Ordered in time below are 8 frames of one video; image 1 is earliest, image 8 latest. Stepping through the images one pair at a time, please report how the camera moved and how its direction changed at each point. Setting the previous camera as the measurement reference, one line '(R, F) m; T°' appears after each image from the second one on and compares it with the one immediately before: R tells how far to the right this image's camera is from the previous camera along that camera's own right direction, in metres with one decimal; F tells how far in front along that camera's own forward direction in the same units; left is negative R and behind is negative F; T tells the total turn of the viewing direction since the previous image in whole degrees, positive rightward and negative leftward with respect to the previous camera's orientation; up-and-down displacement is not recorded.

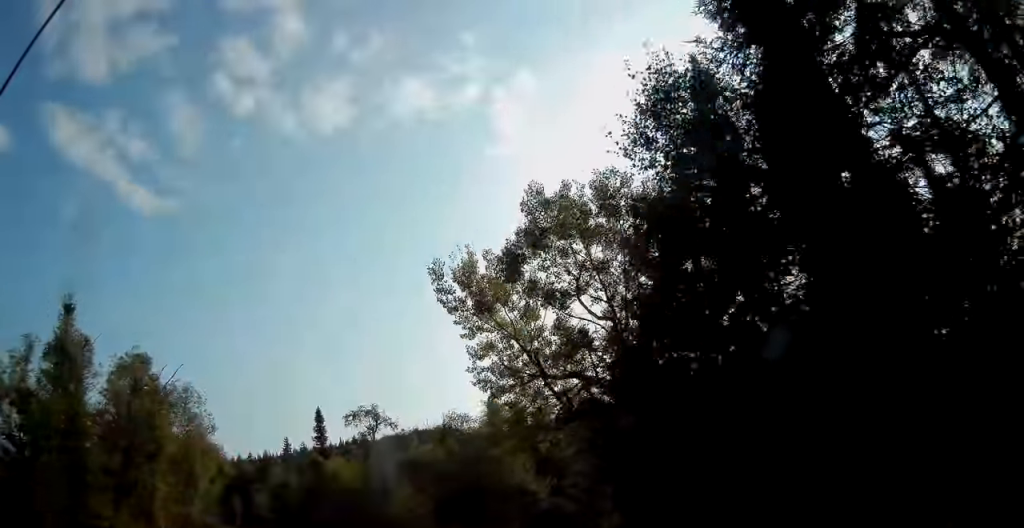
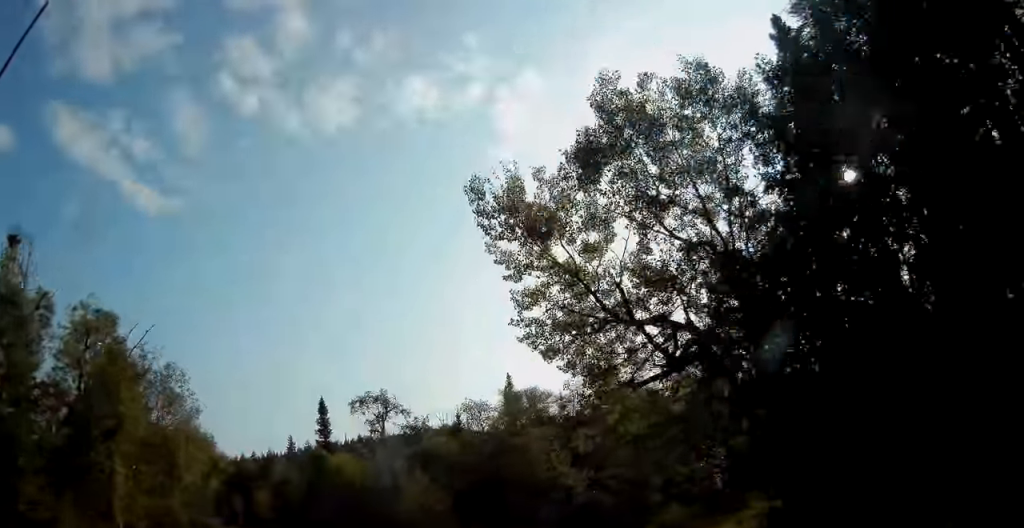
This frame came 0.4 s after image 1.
(-0.1, +4.5) m; 0°
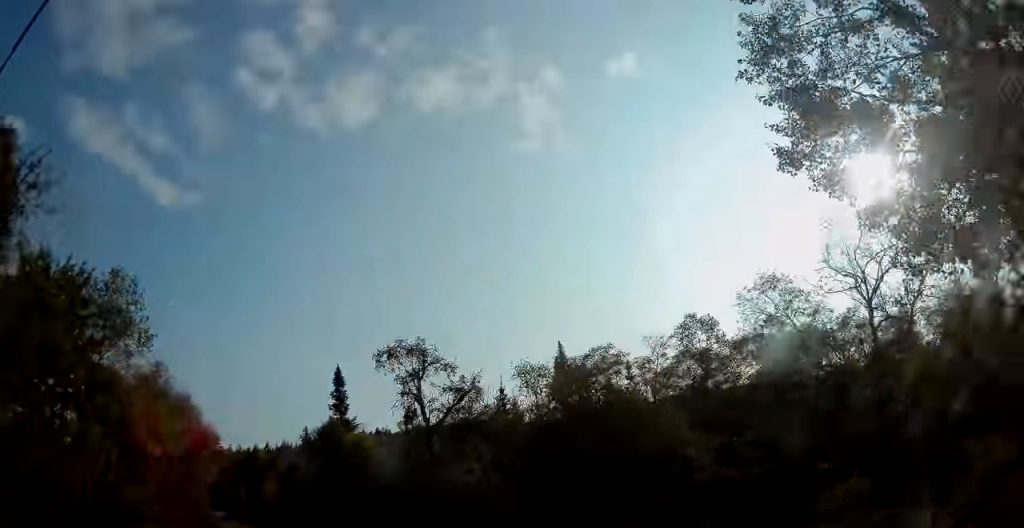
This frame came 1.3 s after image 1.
(+0.2, +9.3) m; -1°
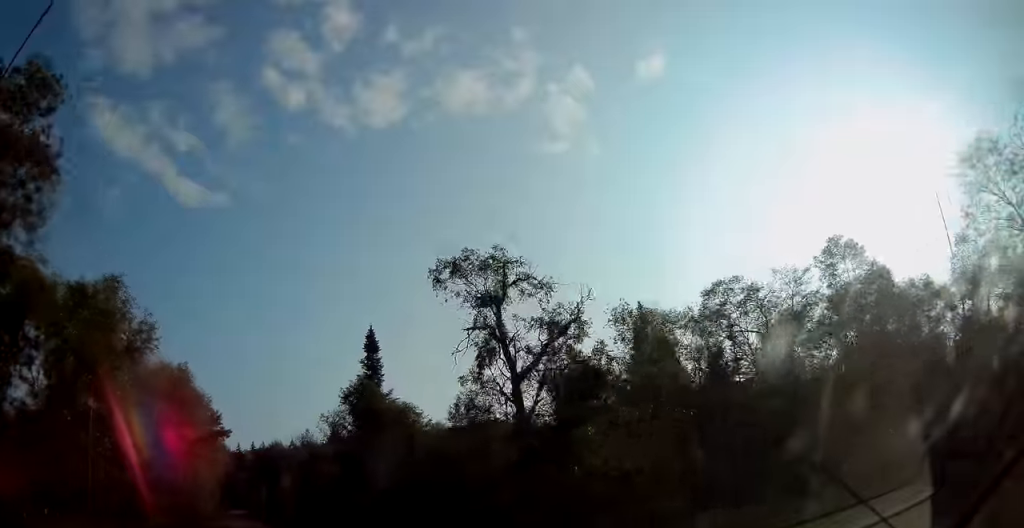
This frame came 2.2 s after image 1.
(-0.2, +9.2) m; -3°
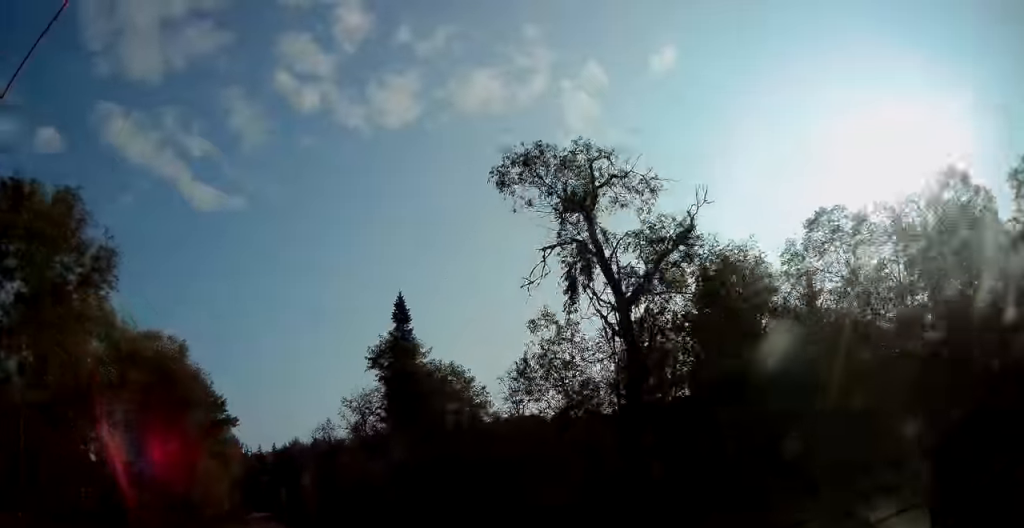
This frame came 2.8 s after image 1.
(-0.1, +5.5) m; -2°
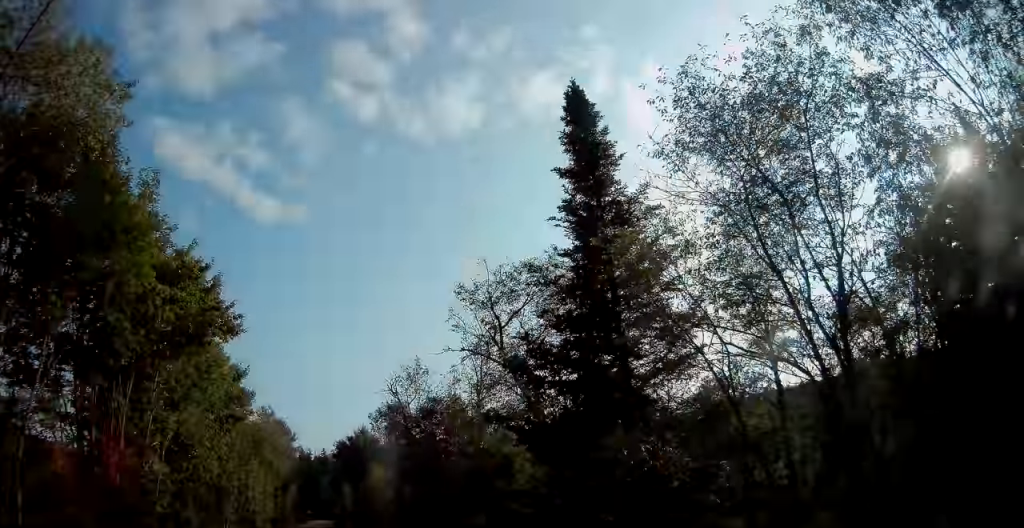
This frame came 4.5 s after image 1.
(-1.1, +17.6) m; -7°
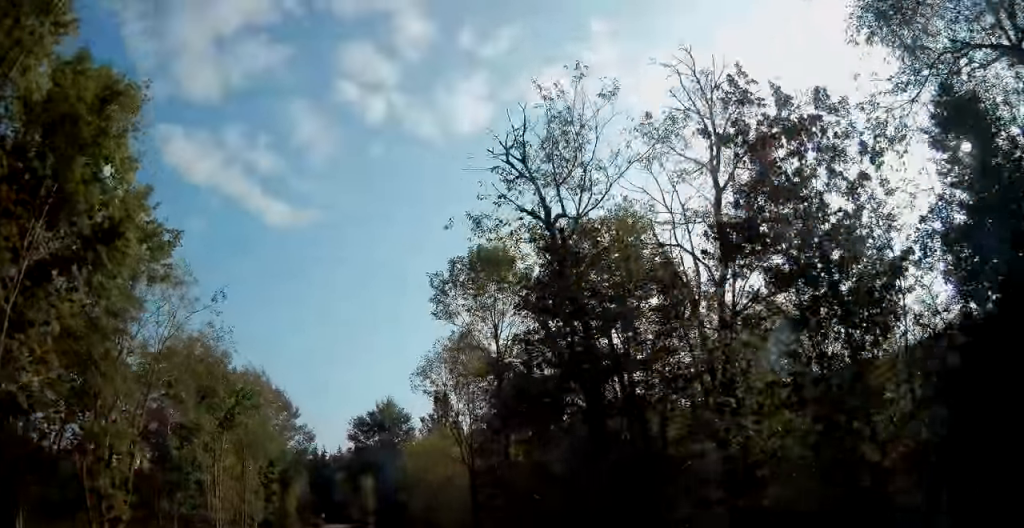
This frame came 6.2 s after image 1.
(-1.0, +17.7) m; -5°
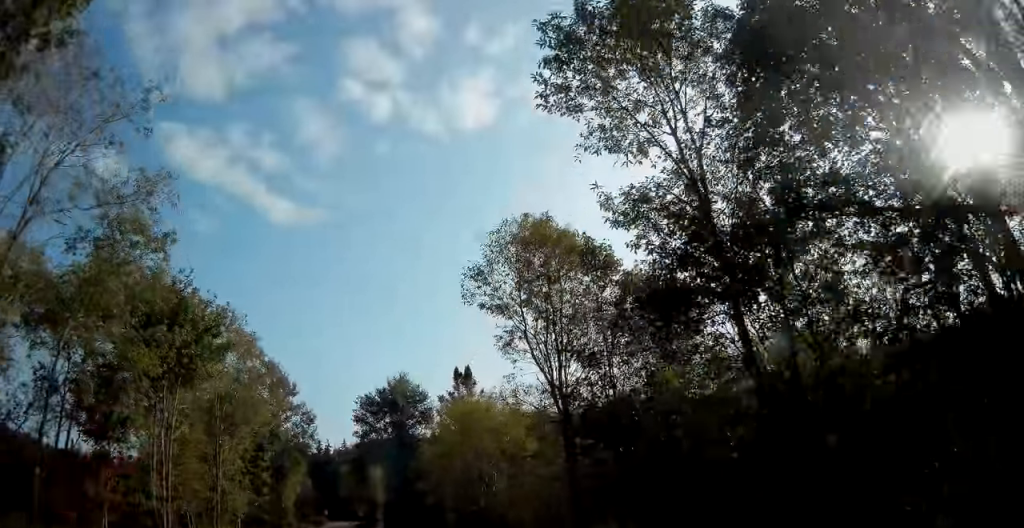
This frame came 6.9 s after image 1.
(-0.1, +7.9) m; 0°
